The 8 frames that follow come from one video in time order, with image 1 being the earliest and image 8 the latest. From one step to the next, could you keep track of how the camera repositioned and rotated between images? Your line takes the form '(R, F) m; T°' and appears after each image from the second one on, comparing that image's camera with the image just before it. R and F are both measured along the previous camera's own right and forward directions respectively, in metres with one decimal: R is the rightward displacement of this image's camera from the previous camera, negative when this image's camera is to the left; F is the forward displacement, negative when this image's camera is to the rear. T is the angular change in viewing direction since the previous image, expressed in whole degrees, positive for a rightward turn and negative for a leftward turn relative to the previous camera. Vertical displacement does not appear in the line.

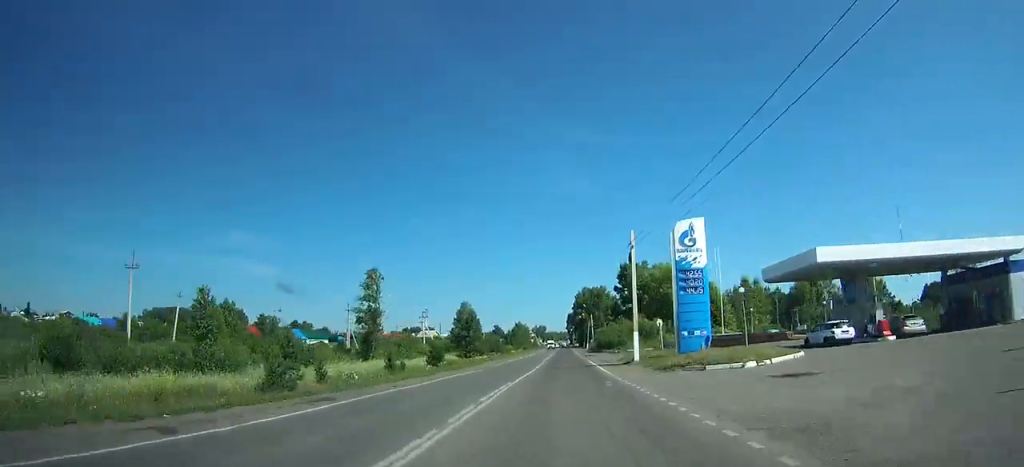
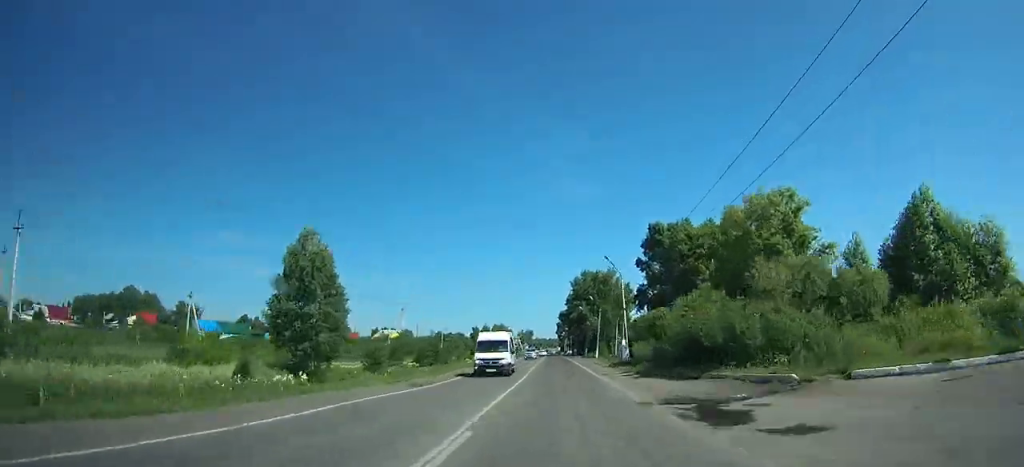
(+1.4, +58.3) m; 0°
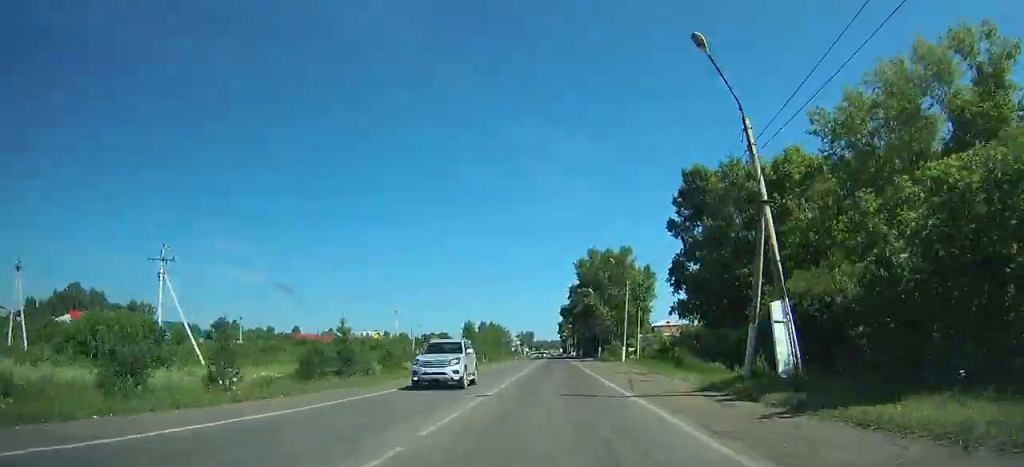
(-0.7, +30.7) m; -1°
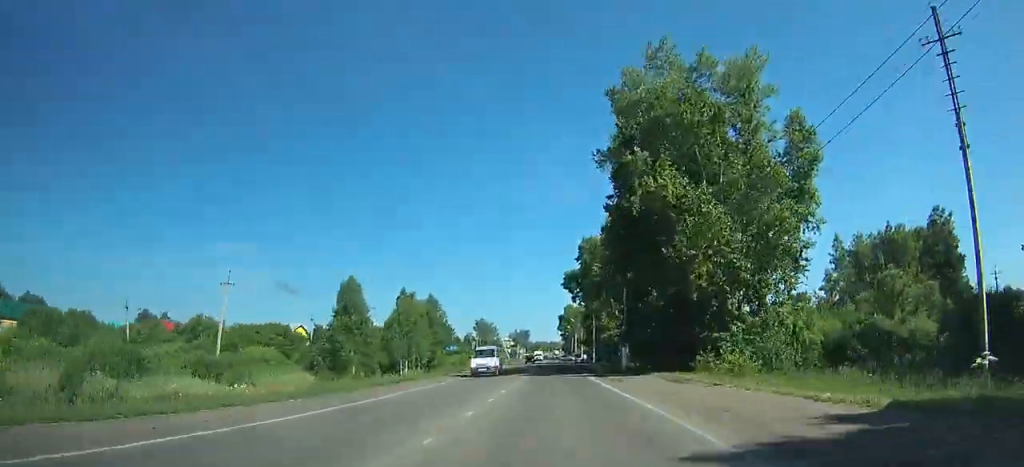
(-1.5, +72.2) m; -1°
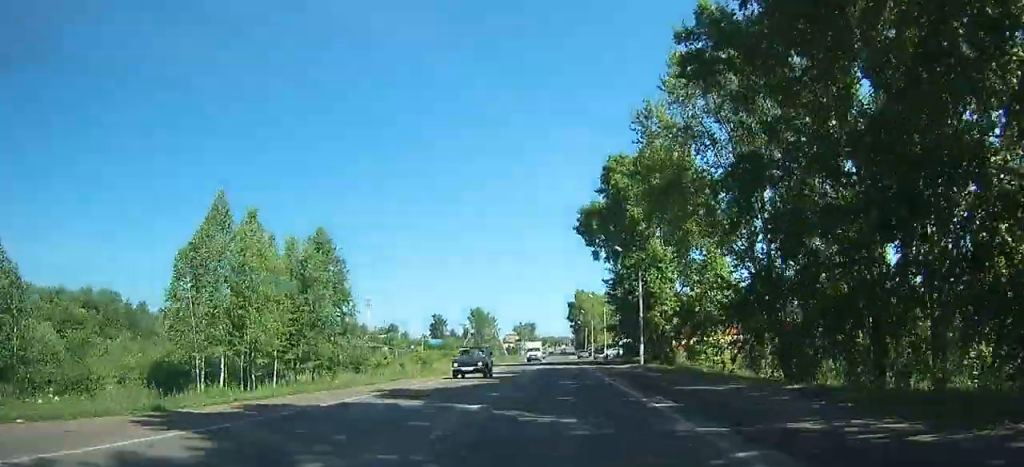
(0.0, +41.0) m; 0°
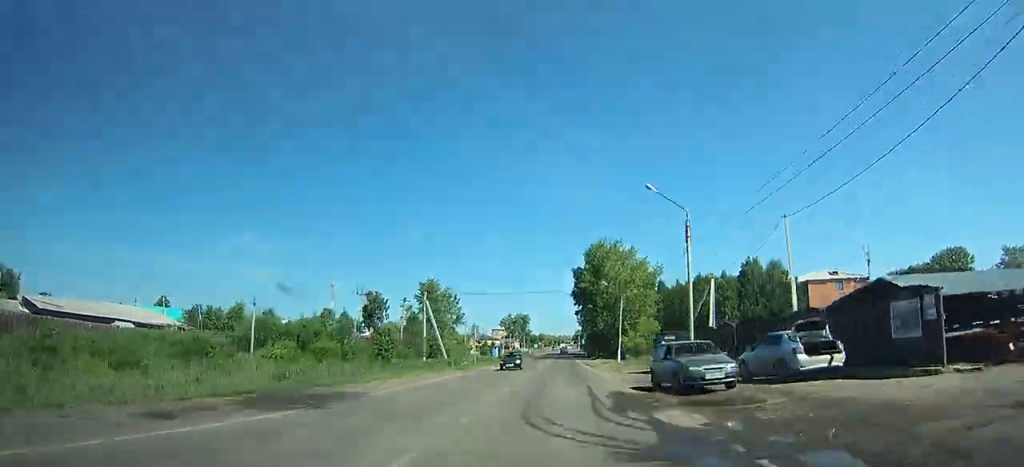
(+0.1, +86.3) m; 0°
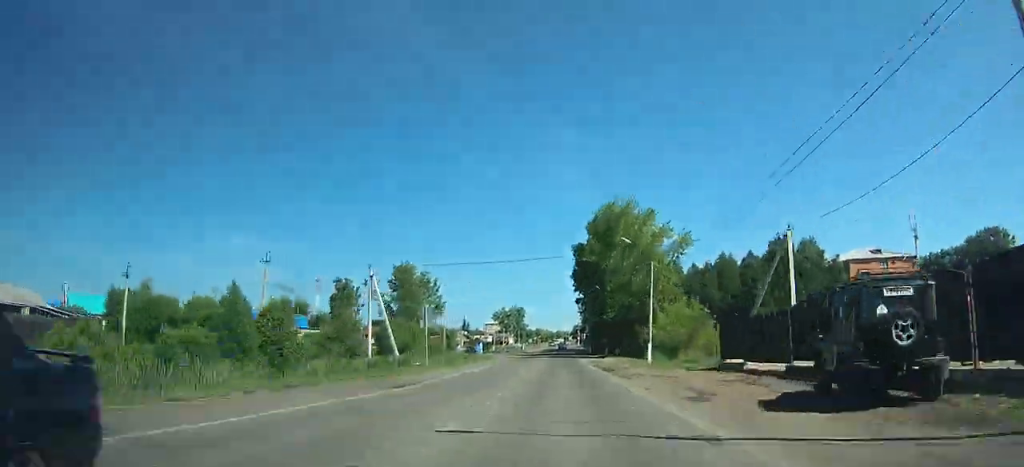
(+0.1, +21.3) m; 0°
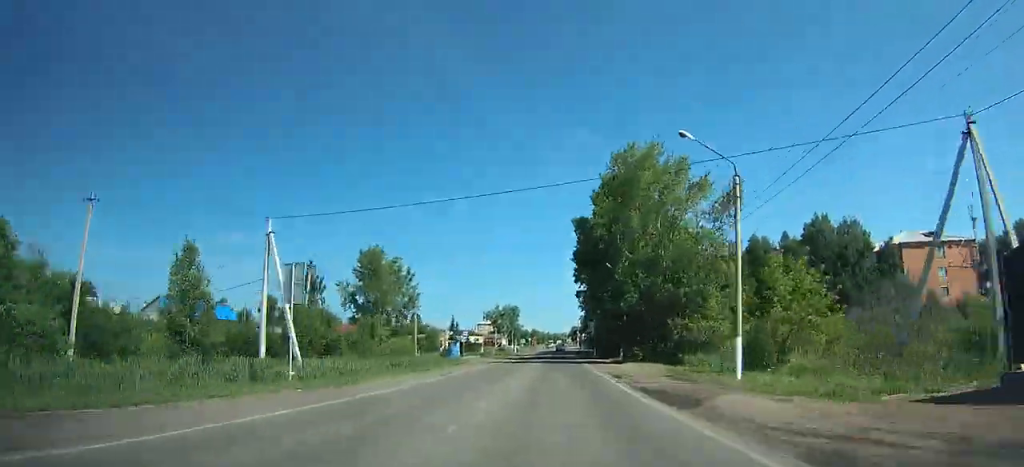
(0.0, +19.4) m; +1°
